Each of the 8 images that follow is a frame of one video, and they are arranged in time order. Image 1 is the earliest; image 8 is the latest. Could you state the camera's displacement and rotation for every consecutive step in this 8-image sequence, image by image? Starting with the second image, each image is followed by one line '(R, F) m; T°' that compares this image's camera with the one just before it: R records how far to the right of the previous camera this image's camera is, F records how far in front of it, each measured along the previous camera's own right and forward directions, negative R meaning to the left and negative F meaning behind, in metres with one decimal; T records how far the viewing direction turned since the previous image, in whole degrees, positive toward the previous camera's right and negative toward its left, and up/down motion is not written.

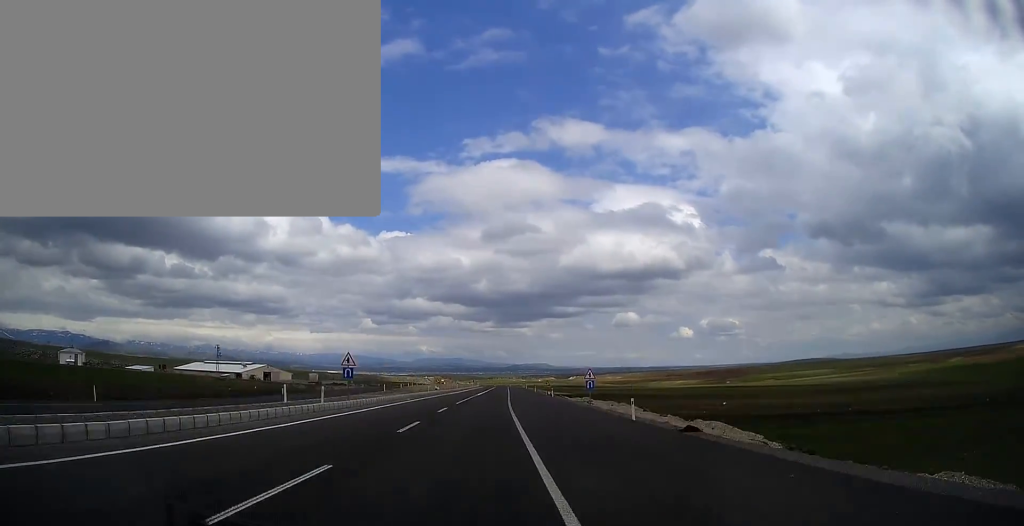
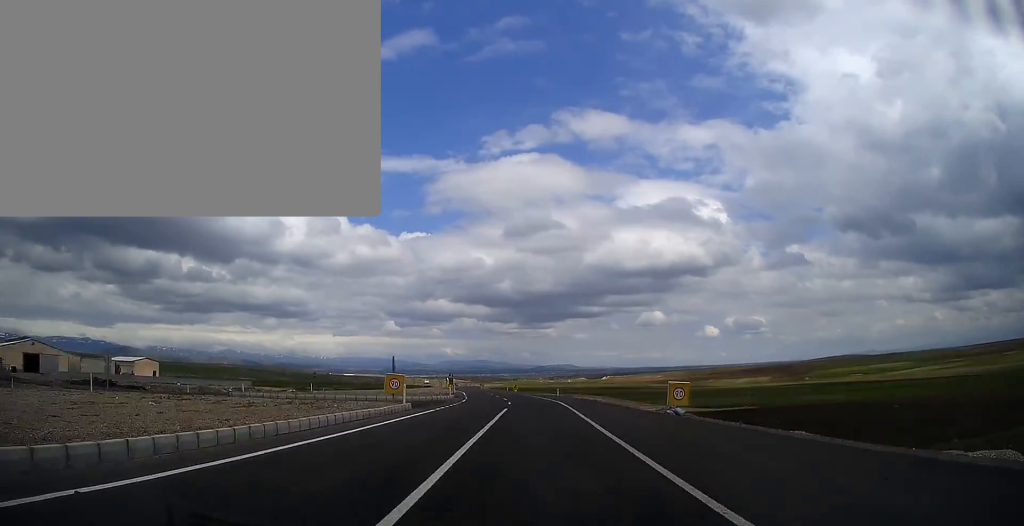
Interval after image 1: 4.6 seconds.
(-1.6, +100.8) m; -1°
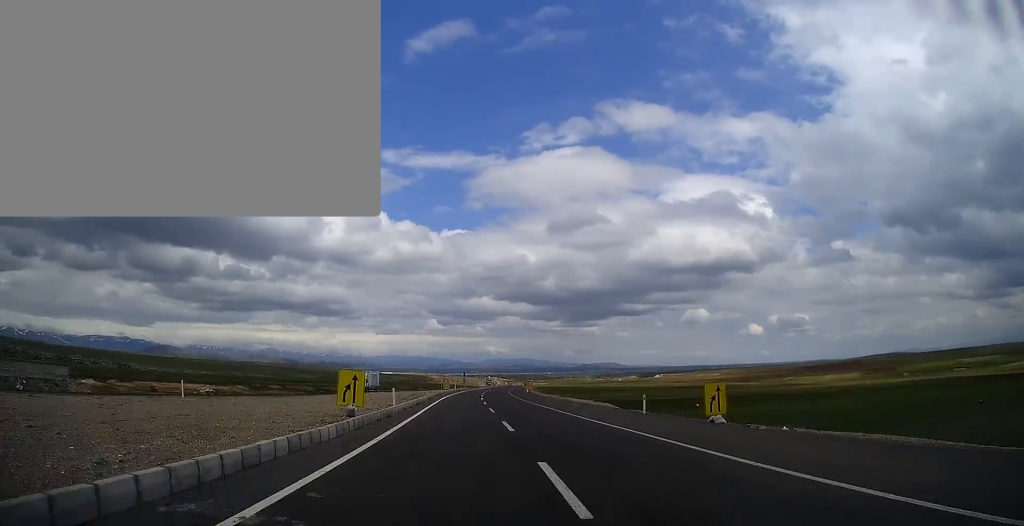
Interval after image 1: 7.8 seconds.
(-0.3, +74.3) m; 0°
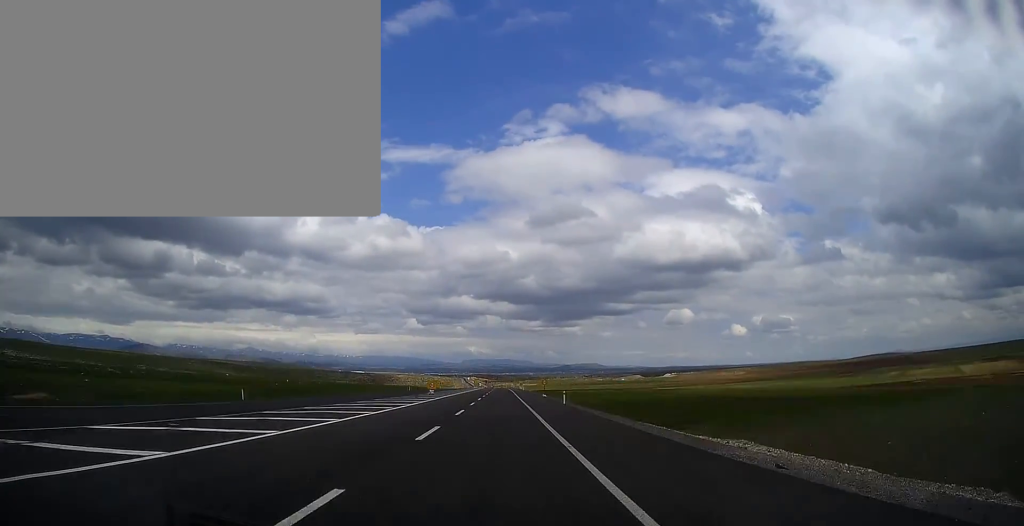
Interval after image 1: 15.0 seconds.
(-0.1, +179.8) m; 0°
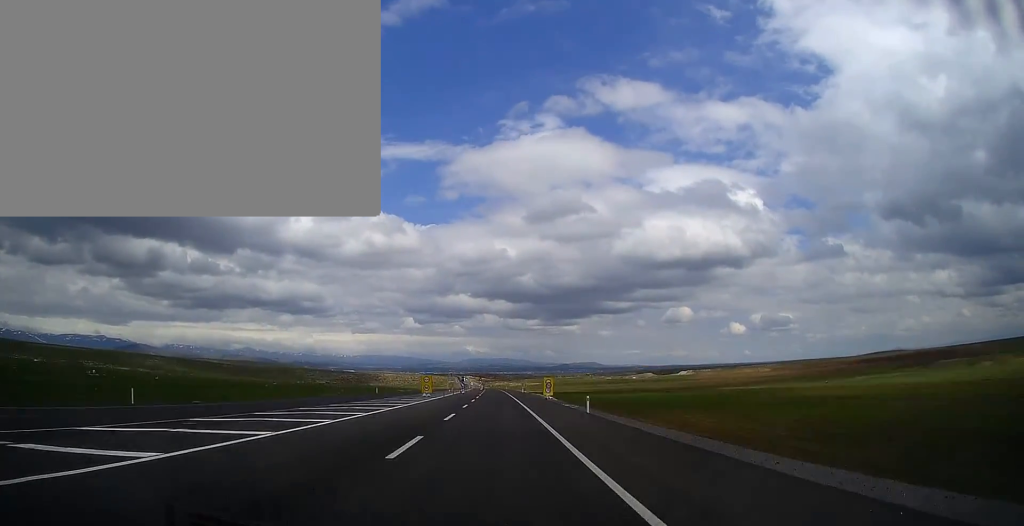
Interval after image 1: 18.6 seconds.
(+0.9, +92.6) m; 0°
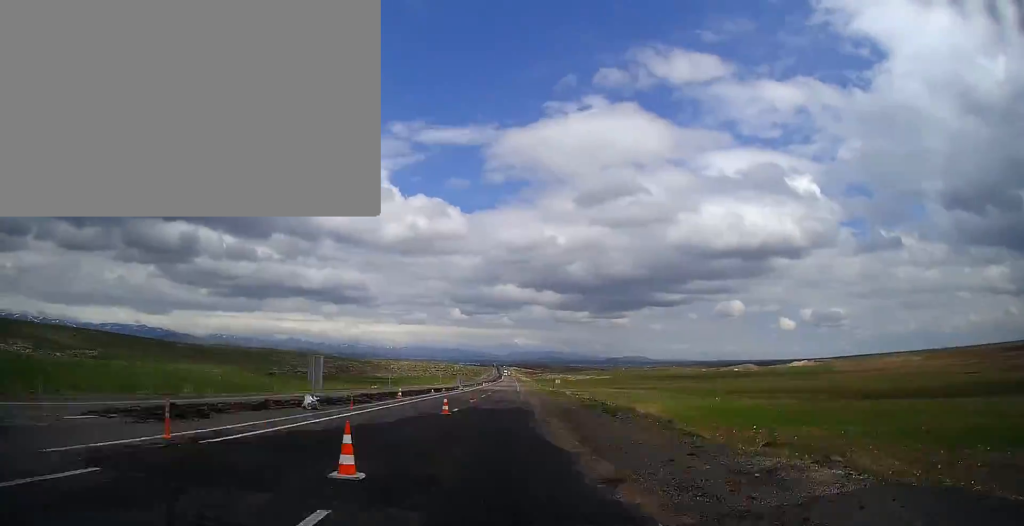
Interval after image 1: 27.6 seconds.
(-5.2, +238.9) m; -2°
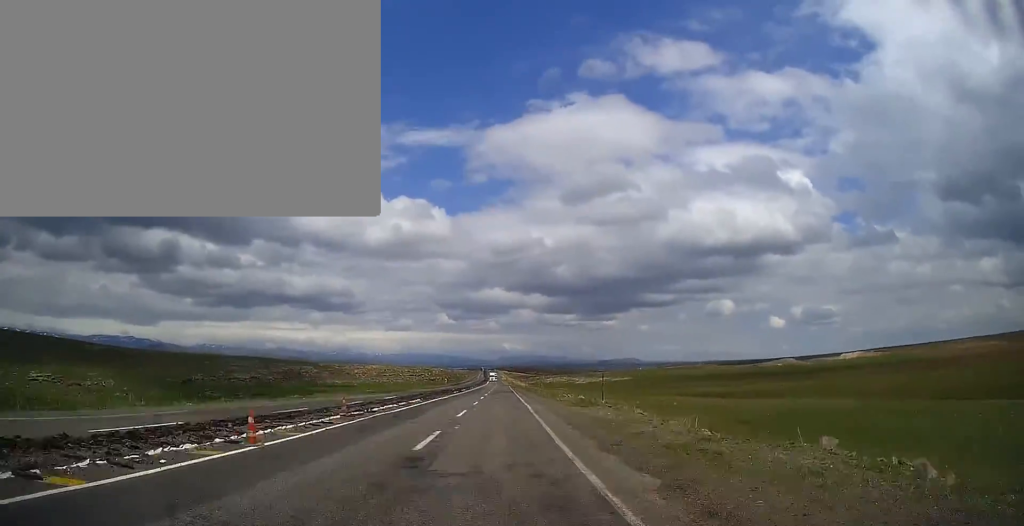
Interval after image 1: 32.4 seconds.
(-0.7, +129.5) m; 0°
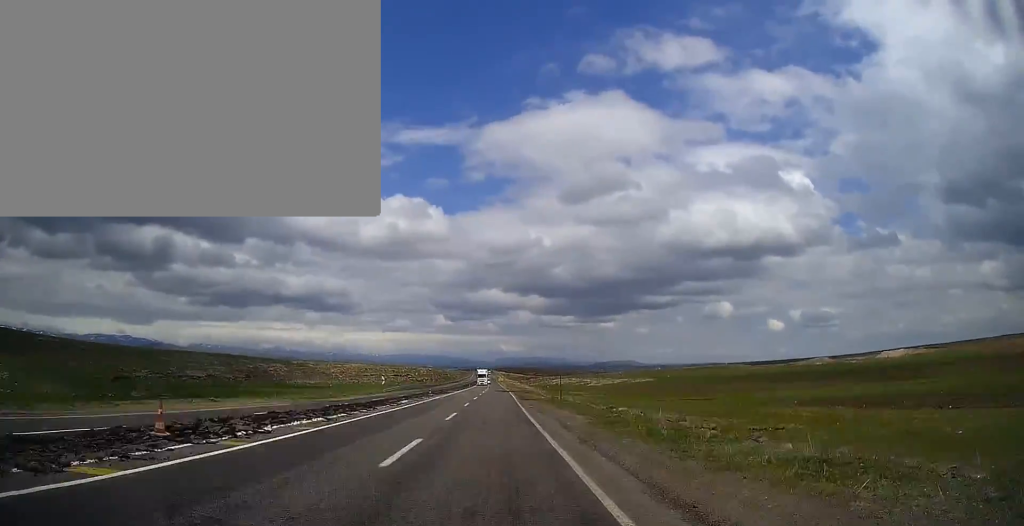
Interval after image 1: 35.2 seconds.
(+0.1, +75.8) m; 0°
